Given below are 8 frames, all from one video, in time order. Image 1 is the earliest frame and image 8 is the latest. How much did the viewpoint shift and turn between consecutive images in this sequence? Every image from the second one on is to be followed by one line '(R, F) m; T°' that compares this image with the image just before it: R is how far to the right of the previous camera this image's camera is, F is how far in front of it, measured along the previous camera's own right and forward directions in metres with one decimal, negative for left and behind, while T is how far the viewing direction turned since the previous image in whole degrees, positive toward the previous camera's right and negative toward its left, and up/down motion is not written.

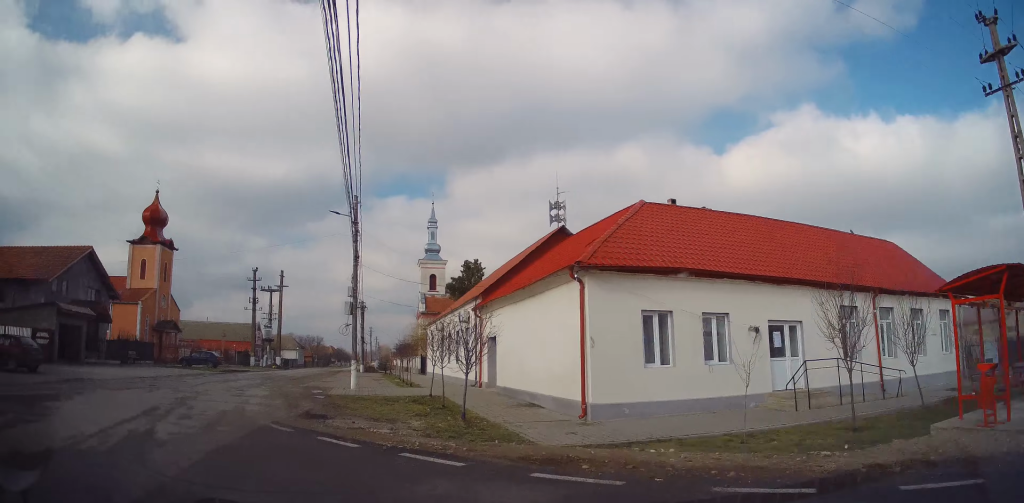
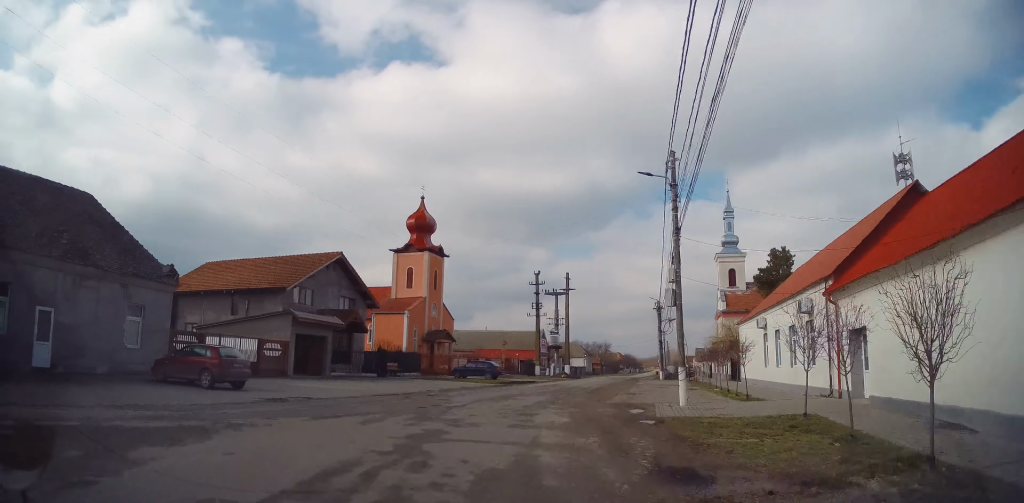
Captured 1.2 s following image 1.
(-0.6, +6.4) m; -7°
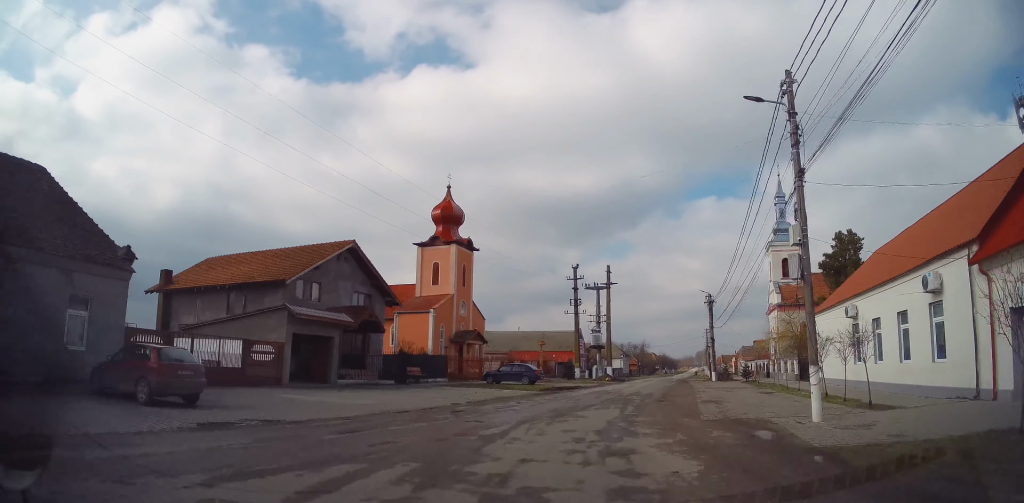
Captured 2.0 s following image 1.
(0.0, +5.9) m; +3°
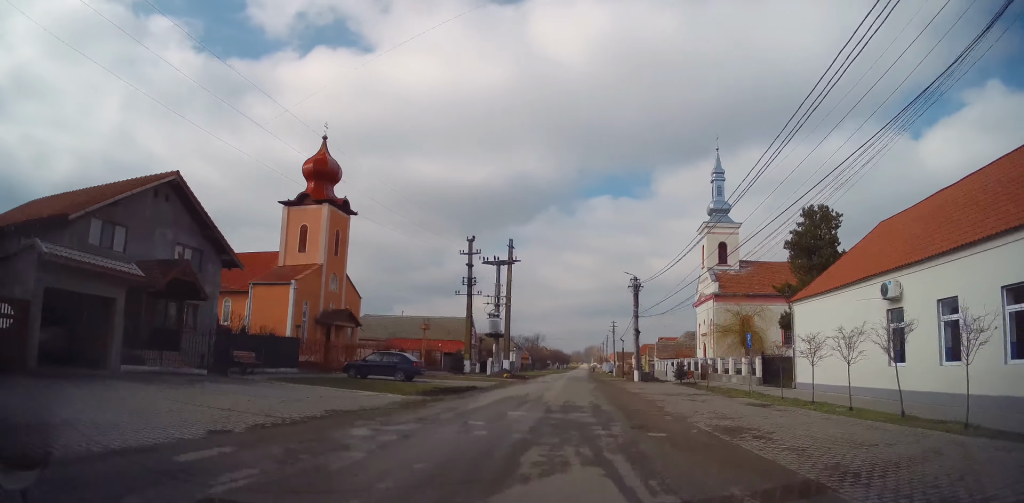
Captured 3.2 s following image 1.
(+0.5, +9.5) m; +10°
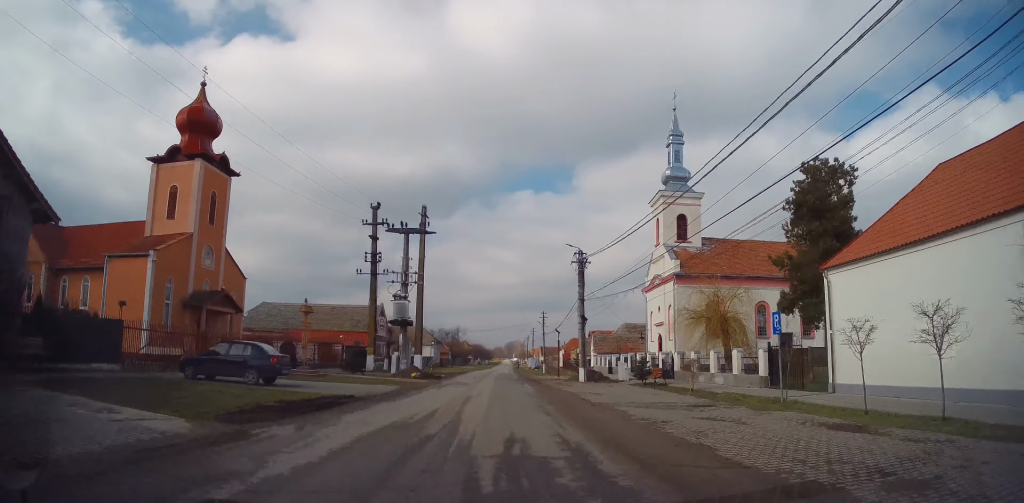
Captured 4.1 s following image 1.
(+0.8, +8.7) m; +5°
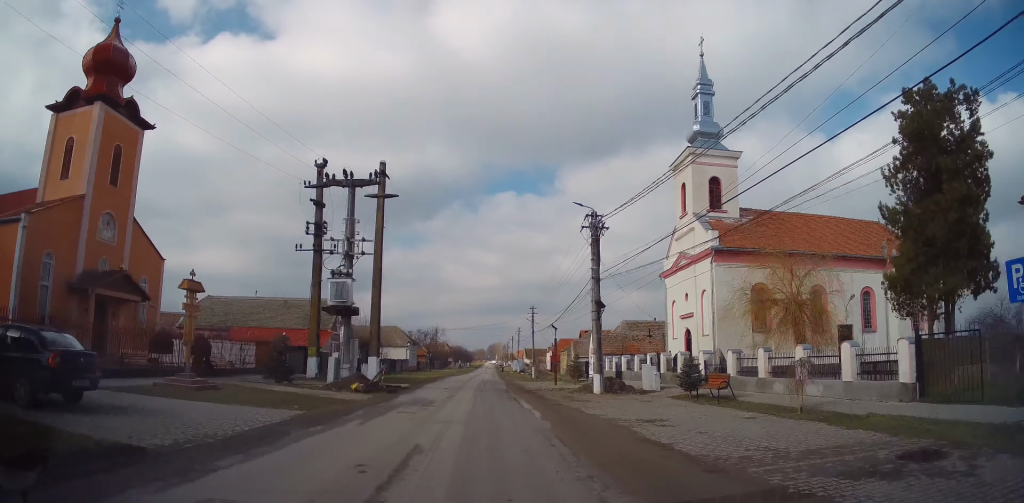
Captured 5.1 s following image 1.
(0.0, +9.8) m; 0°
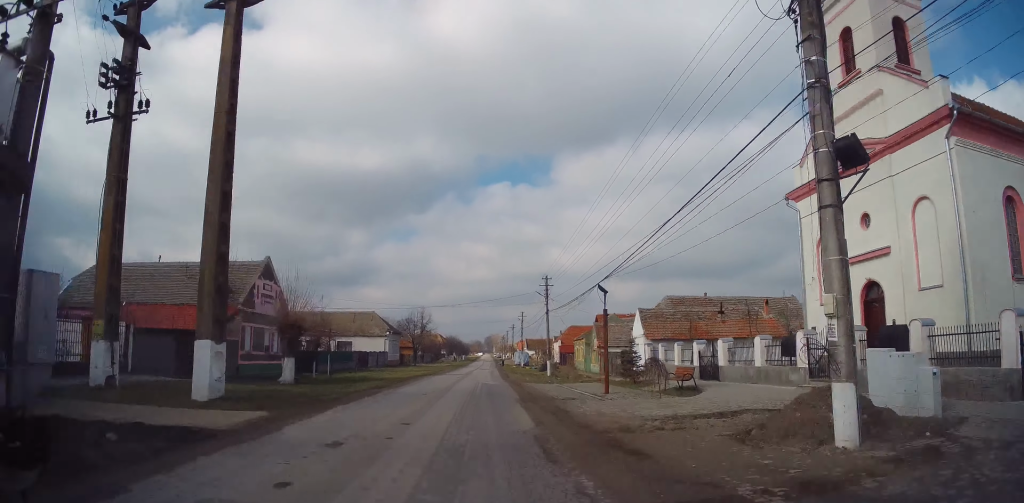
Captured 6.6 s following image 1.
(0.0, +17.2) m; 0°
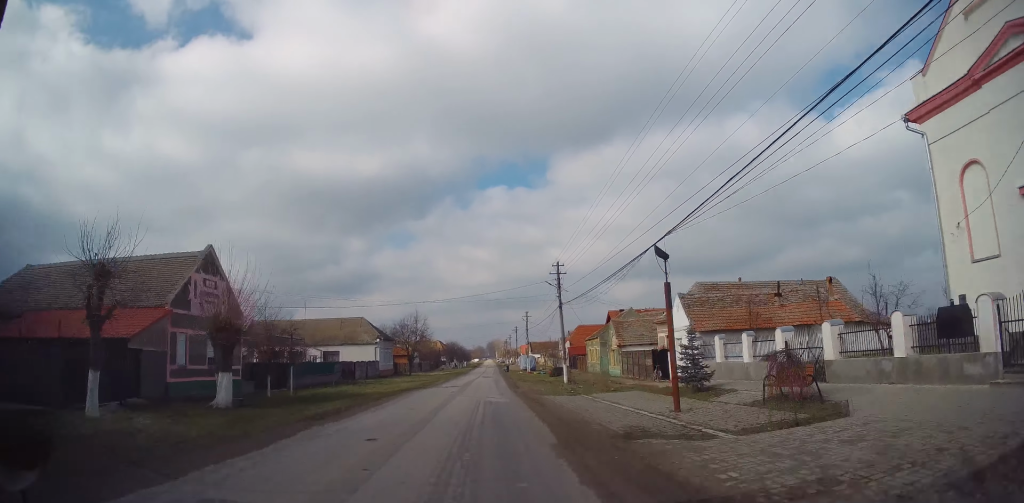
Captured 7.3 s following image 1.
(0.0, +7.3) m; 0°
